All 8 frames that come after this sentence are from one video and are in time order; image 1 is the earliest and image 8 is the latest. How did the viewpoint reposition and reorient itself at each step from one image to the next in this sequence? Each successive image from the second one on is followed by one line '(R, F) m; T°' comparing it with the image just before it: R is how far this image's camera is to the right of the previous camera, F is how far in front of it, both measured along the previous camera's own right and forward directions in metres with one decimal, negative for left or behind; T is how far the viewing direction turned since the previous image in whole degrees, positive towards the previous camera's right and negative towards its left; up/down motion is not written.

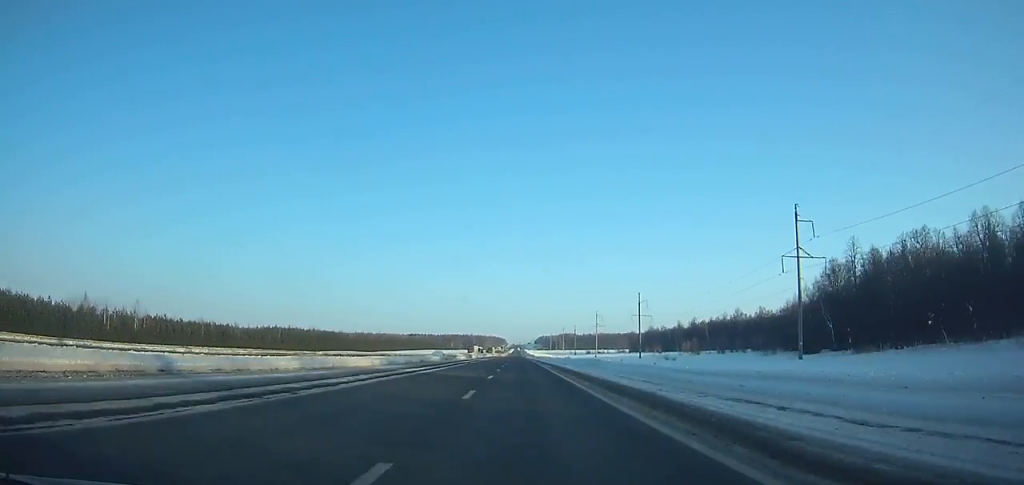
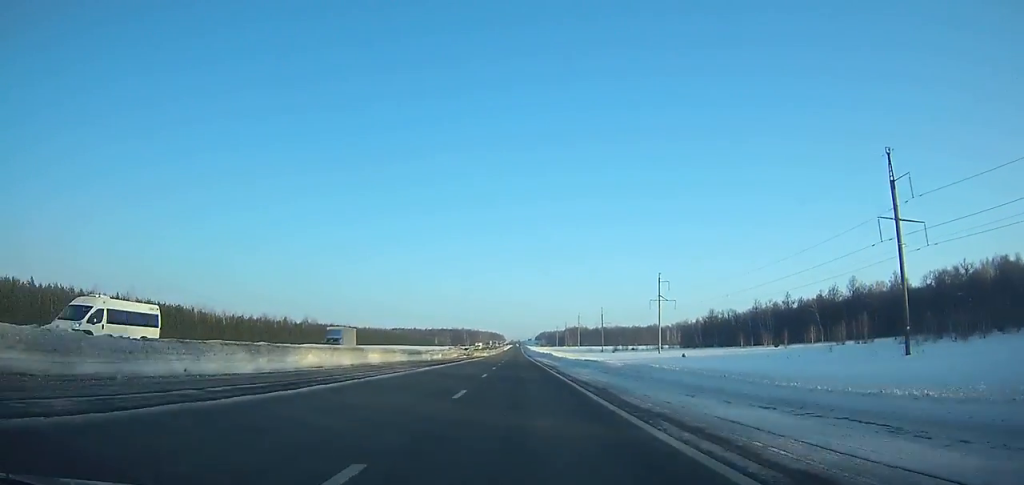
(+0.3, +144.6) m; 0°
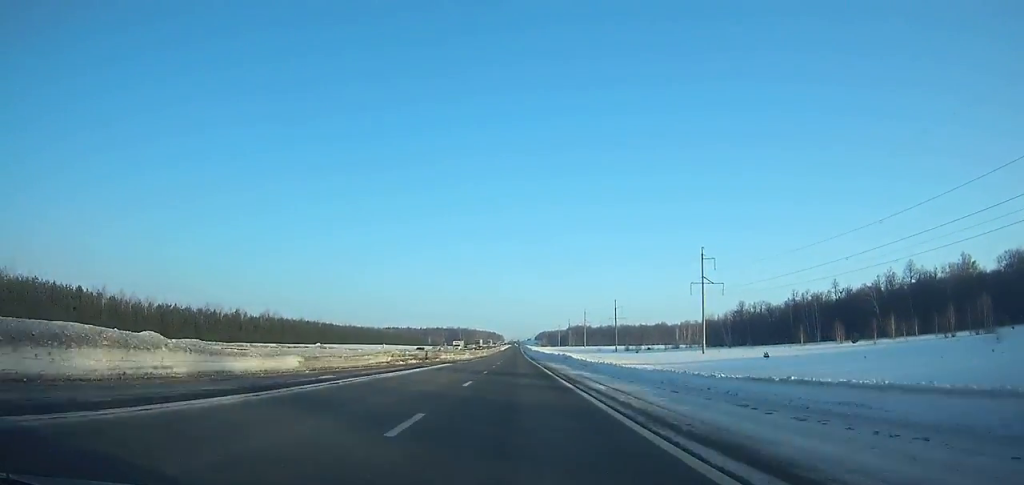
(0.0, +42.8) m; 0°
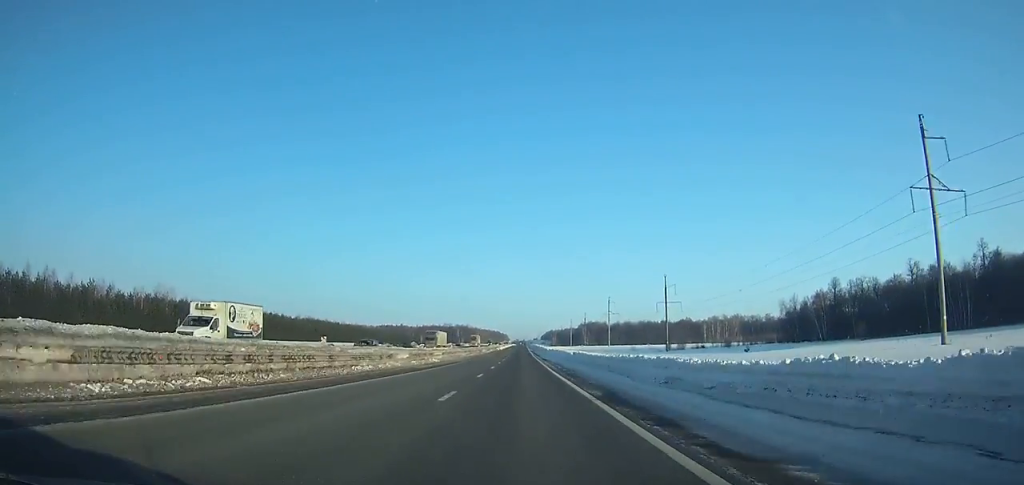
(-0.2, +78.4) m; 0°
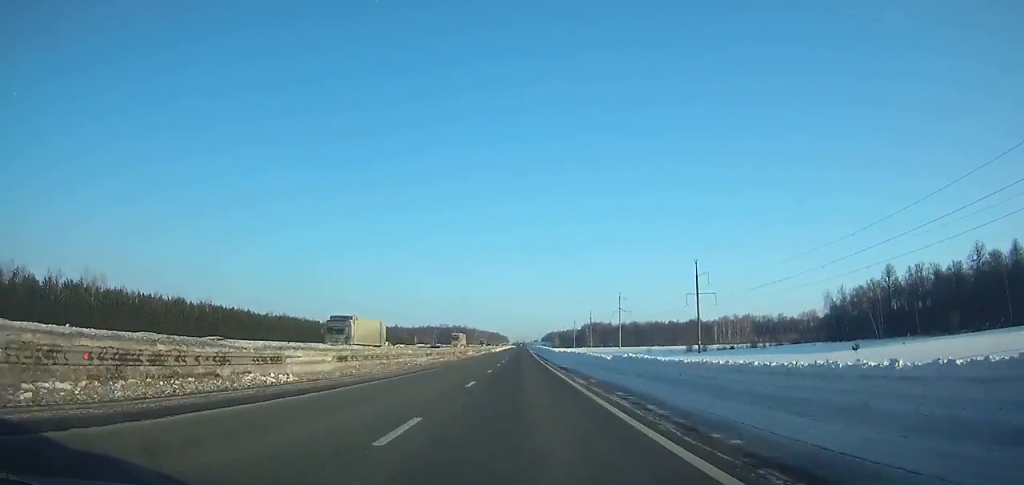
(0.0, +30.4) m; 0°
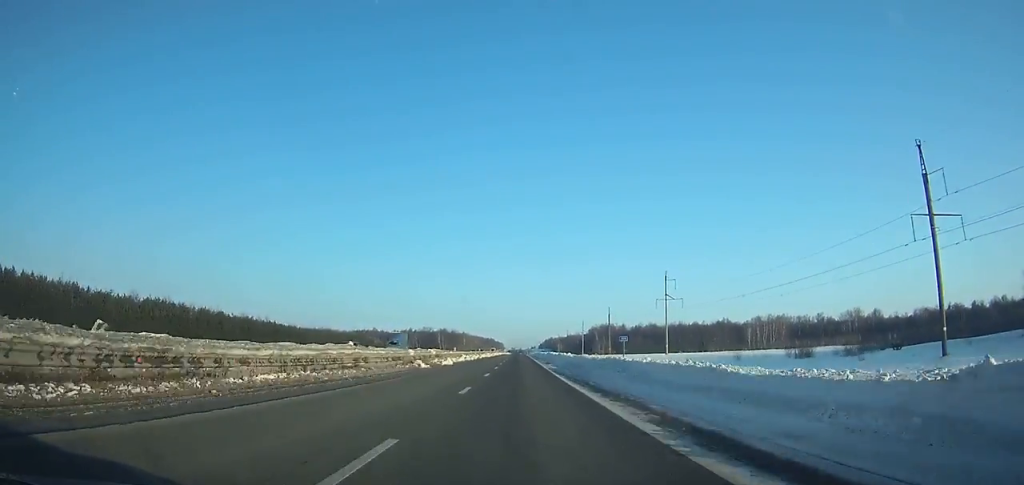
(0.0, +85.8) m; 0°
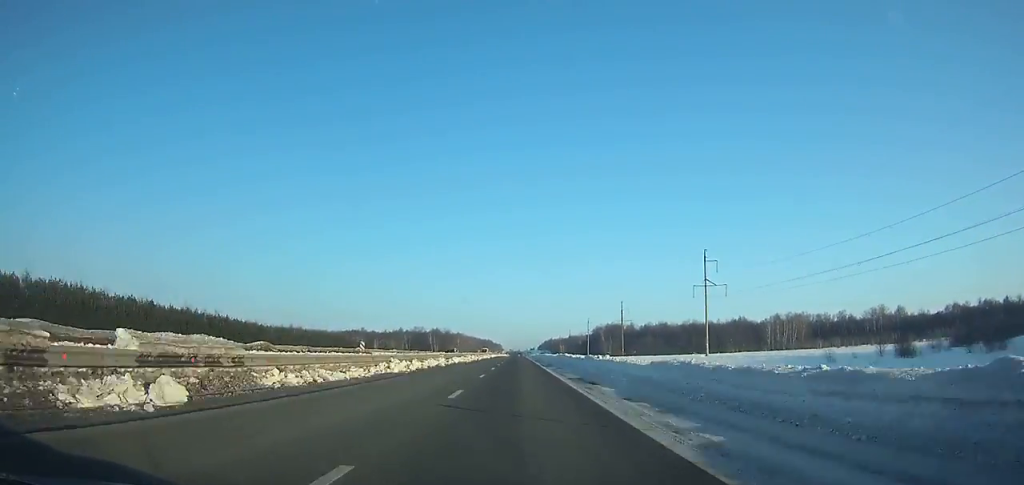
(+0.1, +37.6) m; 0°
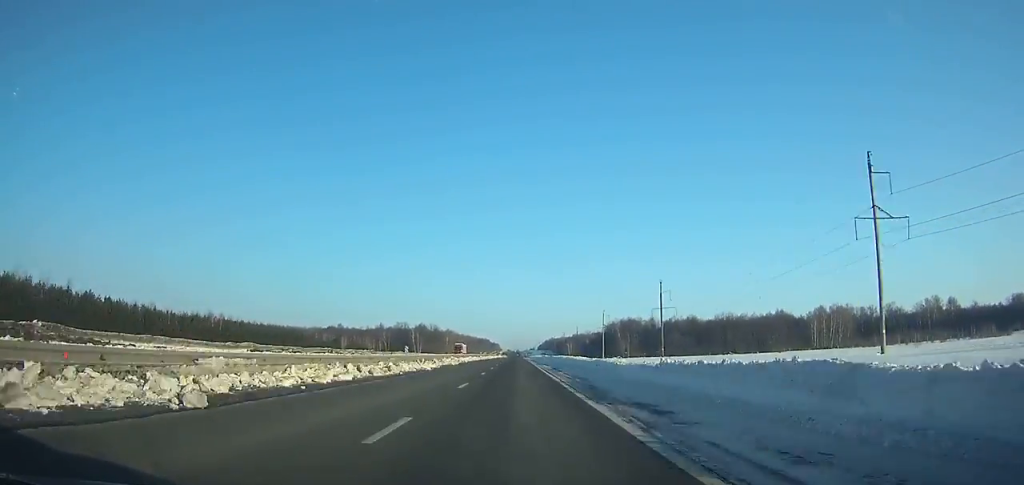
(0.0, +67.1) m; 0°
